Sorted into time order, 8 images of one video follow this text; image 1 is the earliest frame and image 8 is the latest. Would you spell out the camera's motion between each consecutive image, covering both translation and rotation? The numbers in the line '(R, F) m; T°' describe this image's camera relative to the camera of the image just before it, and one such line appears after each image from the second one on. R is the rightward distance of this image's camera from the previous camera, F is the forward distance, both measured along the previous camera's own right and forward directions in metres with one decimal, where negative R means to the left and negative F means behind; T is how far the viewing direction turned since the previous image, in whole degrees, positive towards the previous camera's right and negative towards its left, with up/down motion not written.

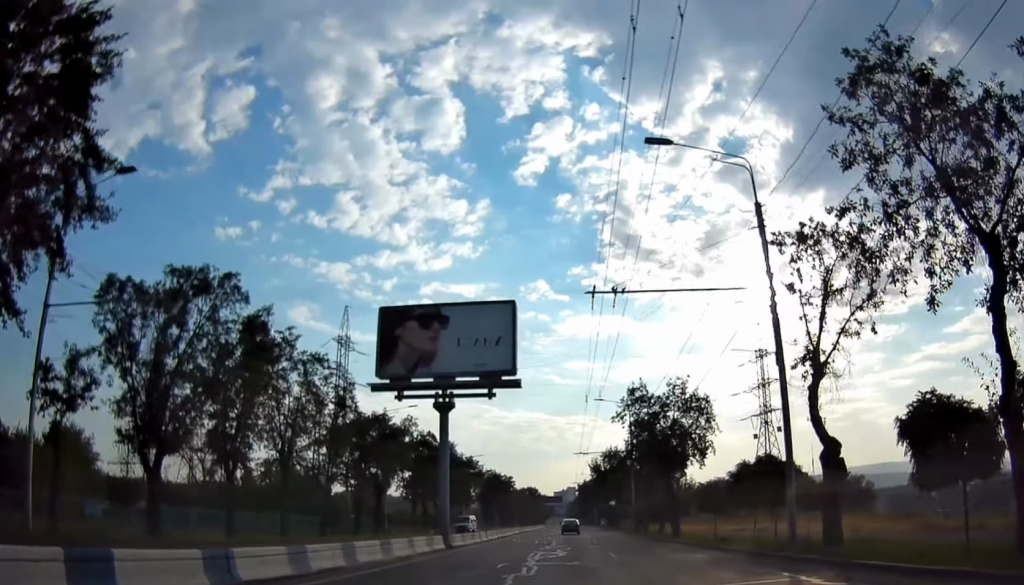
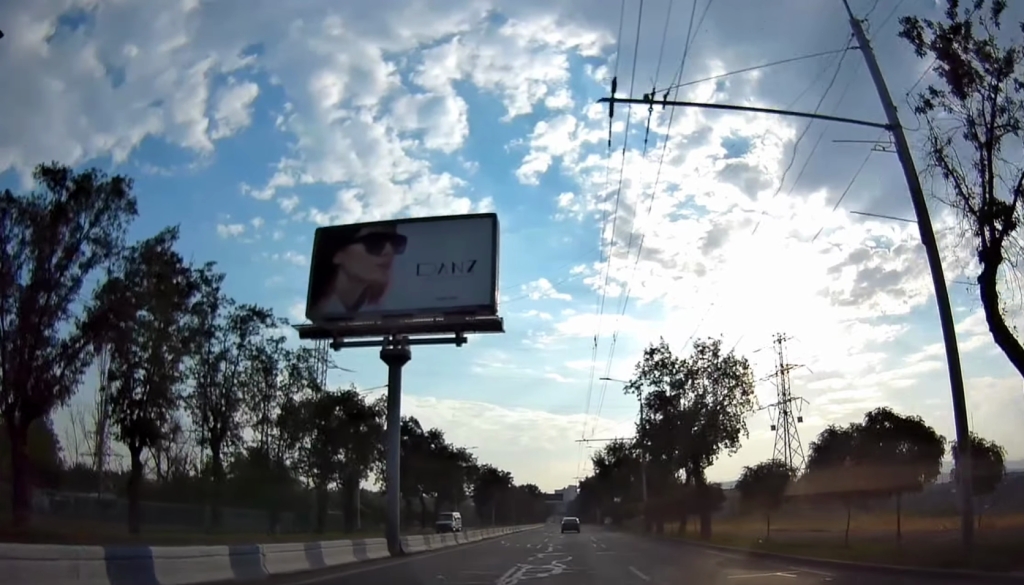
(+0.2, +8.7) m; 0°
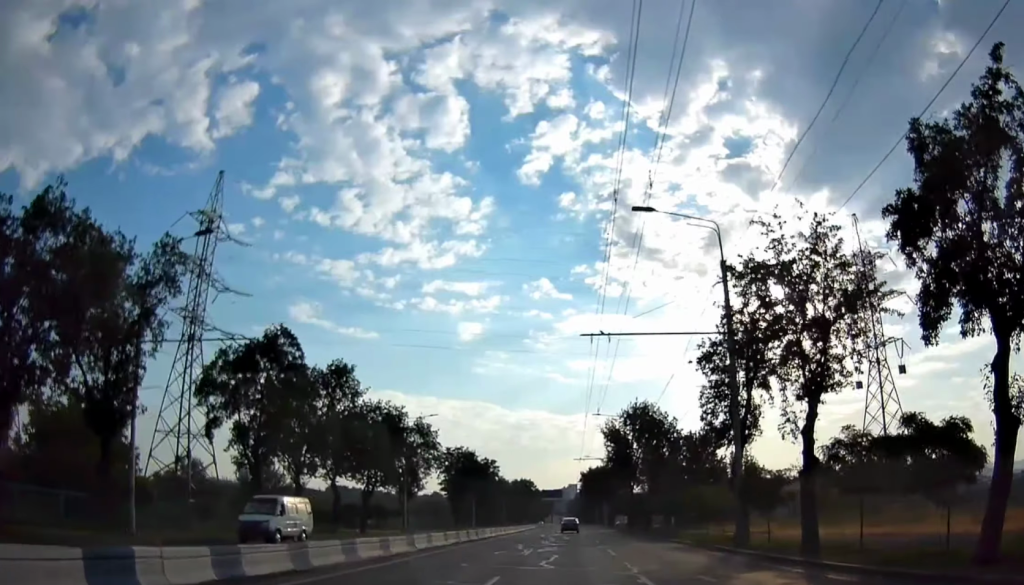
(+0.3, +30.3) m; +2°
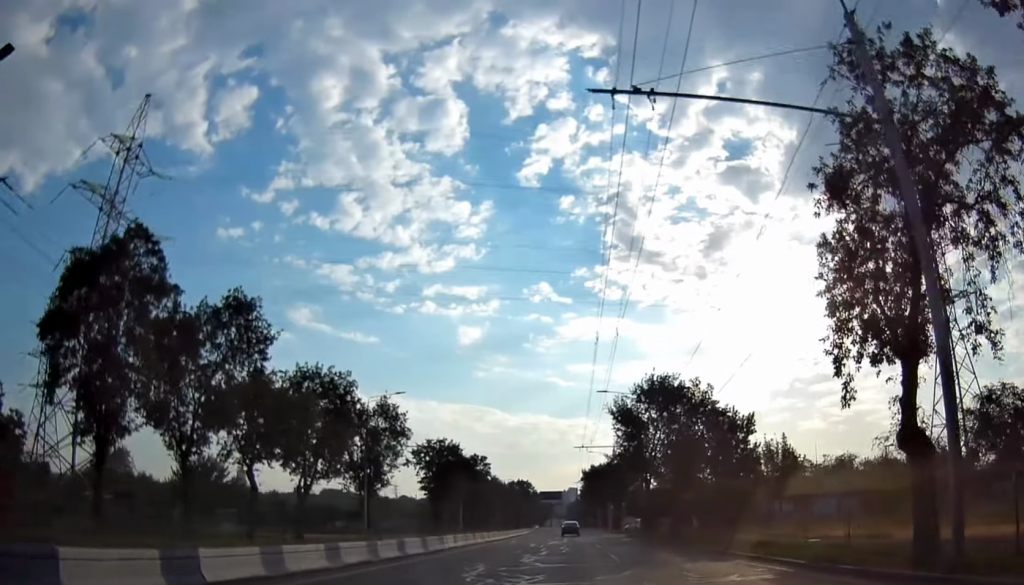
(+0.3, +13.9) m; +1°
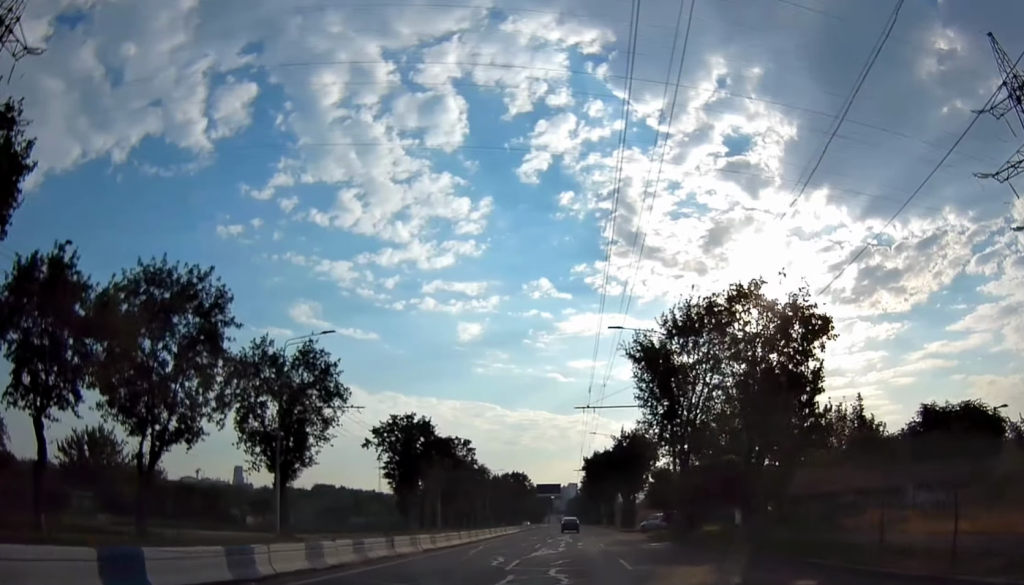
(-0.2, +17.5) m; -2°
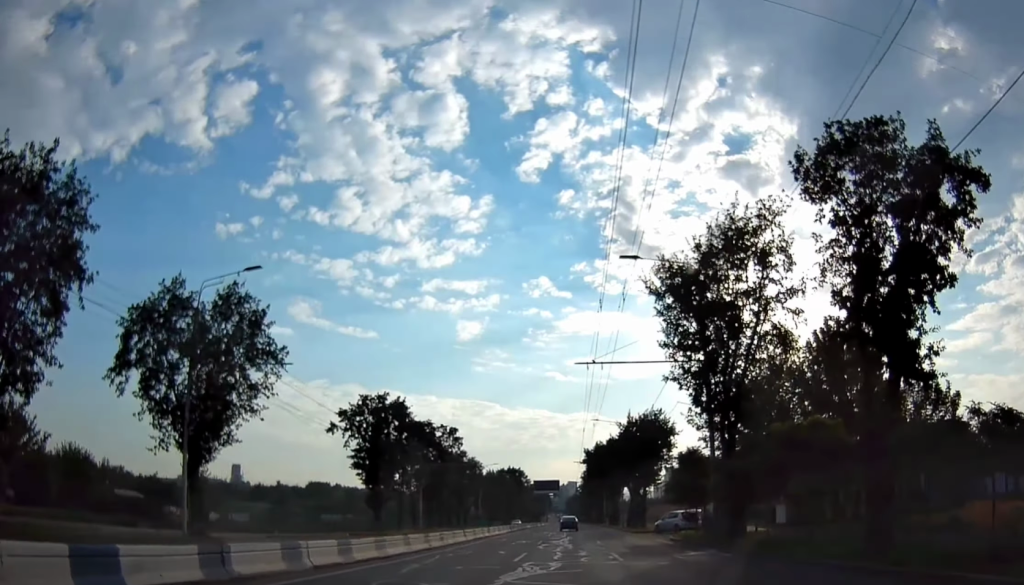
(-0.4, +10.3) m; 0°
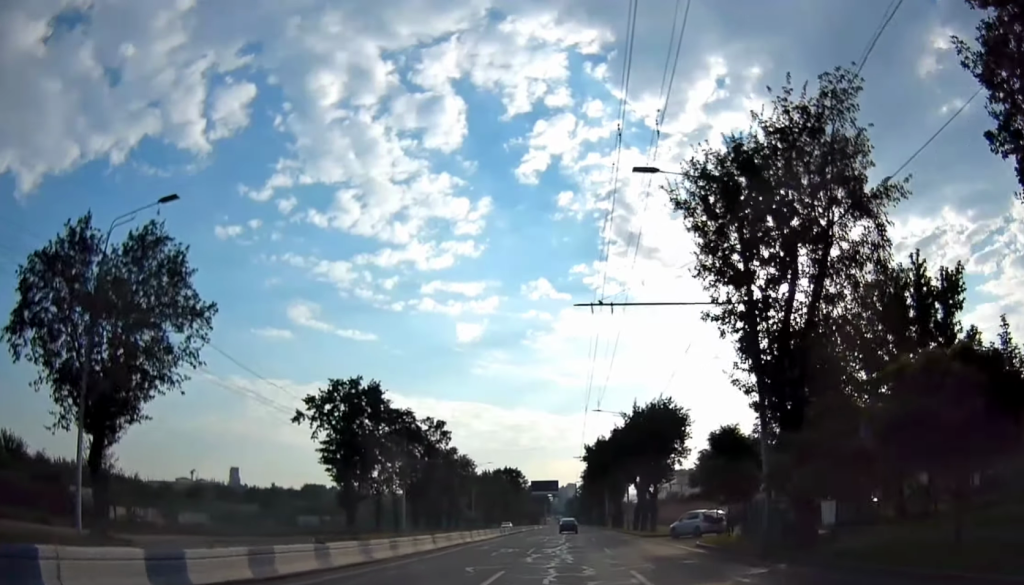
(+0.2, +7.7) m; 0°
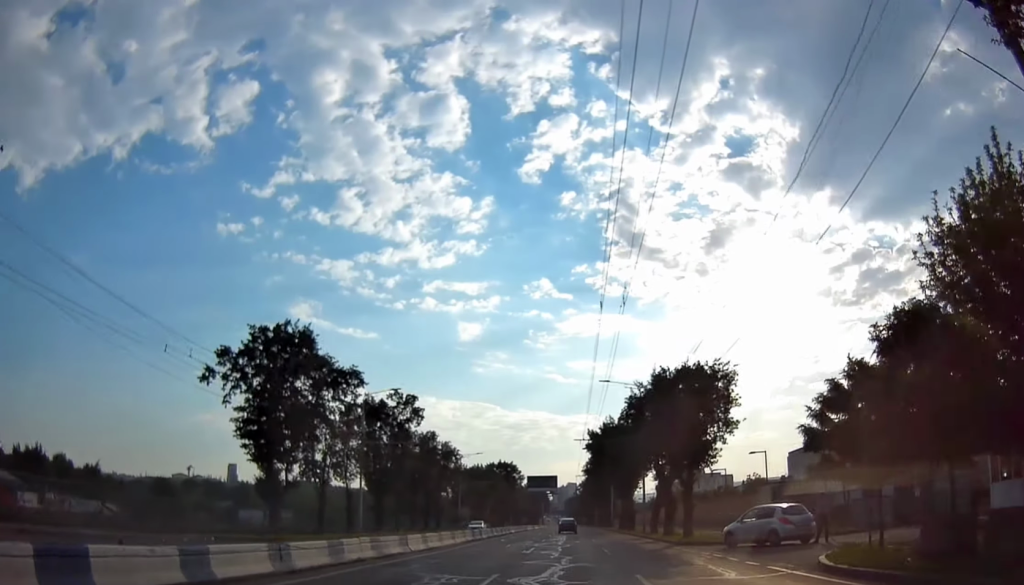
(+0.2, +14.5) m; 0°
